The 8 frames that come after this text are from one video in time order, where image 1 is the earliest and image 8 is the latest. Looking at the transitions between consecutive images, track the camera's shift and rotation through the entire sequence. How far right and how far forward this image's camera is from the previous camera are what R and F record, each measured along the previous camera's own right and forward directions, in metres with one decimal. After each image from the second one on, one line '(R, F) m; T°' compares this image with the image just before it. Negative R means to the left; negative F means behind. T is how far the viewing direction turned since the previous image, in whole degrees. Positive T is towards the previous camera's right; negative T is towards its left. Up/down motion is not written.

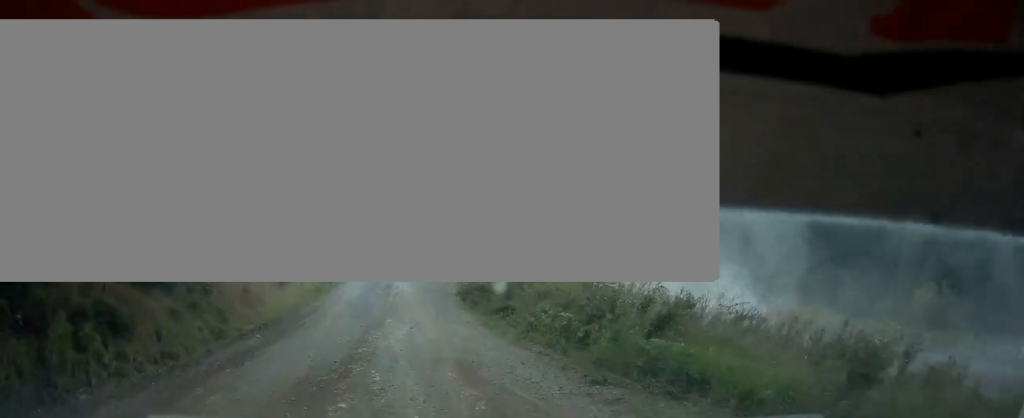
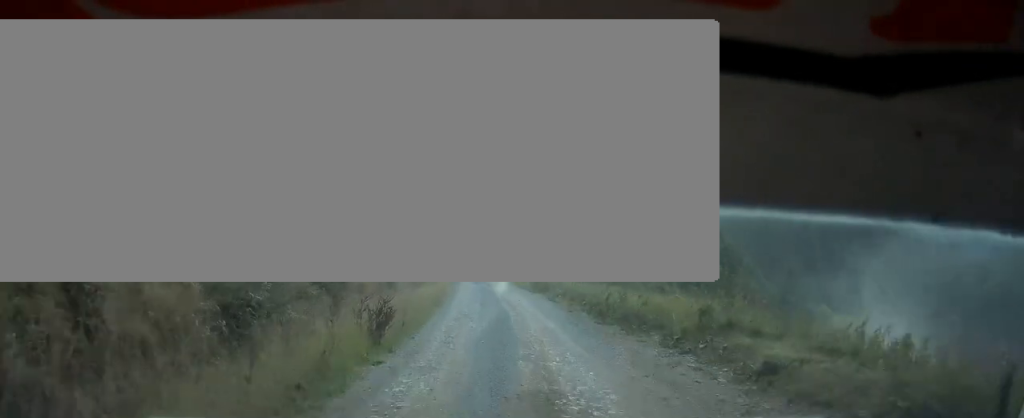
(-0.4, +21.1) m; -1°
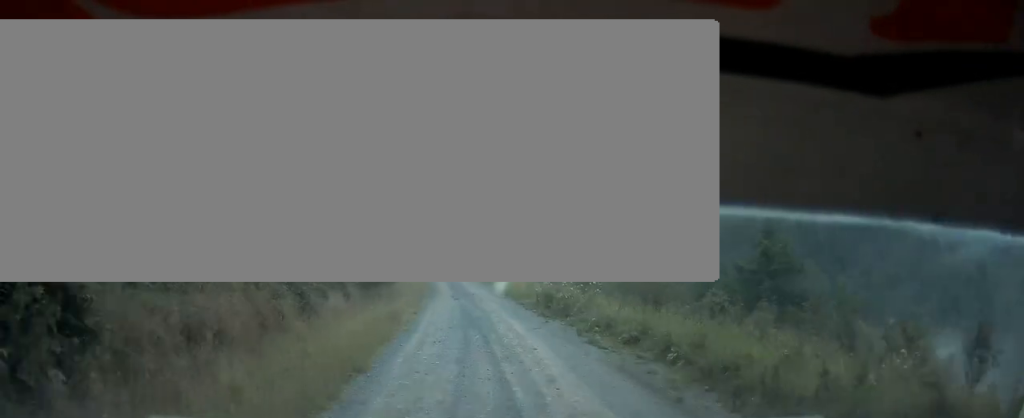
(0.0, +13.7) m; 0°
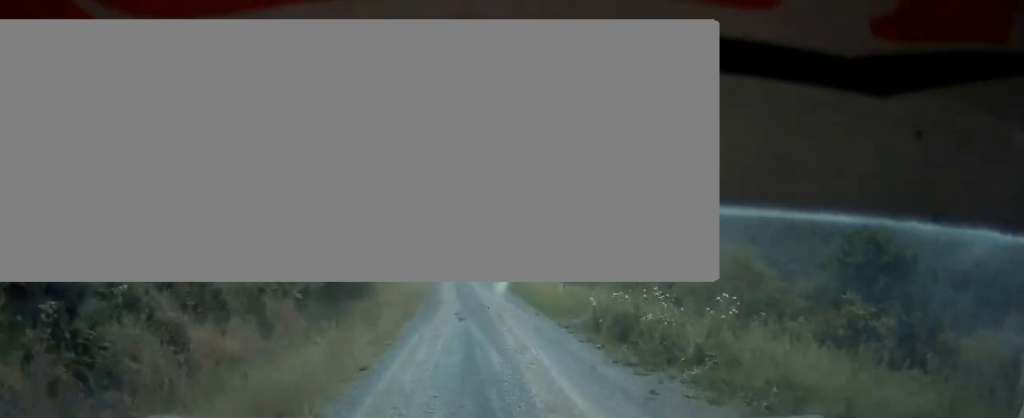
(+0.2, +11.0) m; 0°
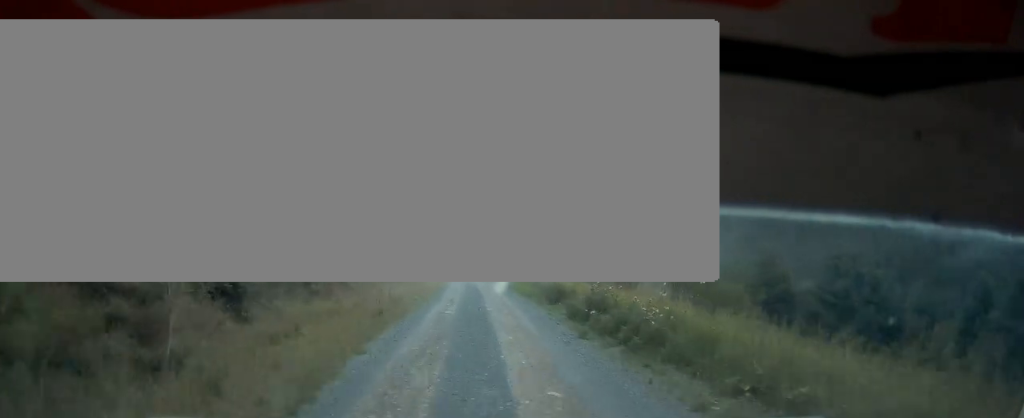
(-1.2, +44.6) m; -2°
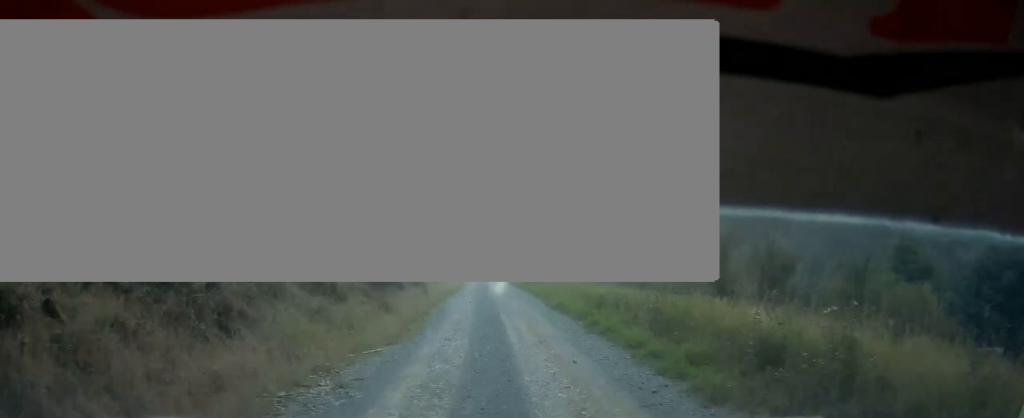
(+0.1, +22.4) m; 0°
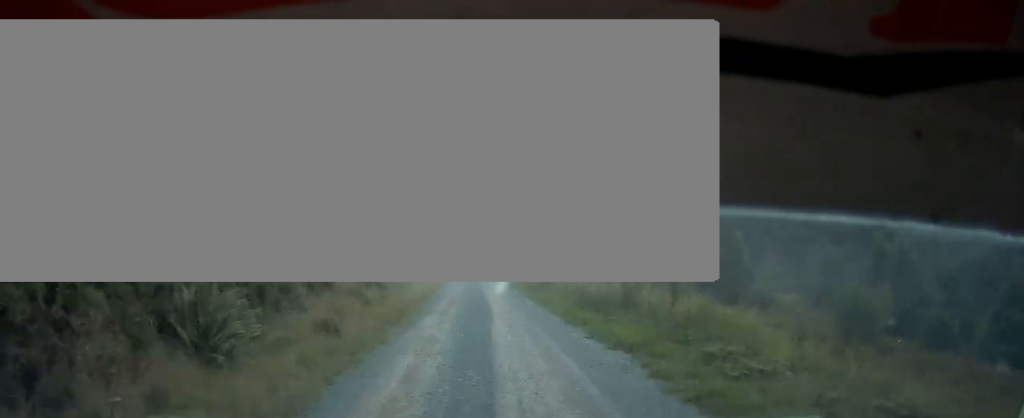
(-0.1, +28.3) m; -1°
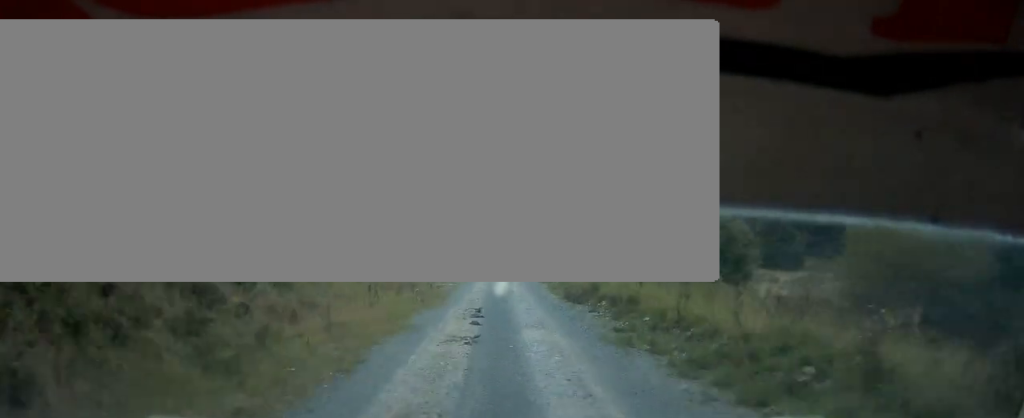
(-0.1, +37.3) m; 0°
